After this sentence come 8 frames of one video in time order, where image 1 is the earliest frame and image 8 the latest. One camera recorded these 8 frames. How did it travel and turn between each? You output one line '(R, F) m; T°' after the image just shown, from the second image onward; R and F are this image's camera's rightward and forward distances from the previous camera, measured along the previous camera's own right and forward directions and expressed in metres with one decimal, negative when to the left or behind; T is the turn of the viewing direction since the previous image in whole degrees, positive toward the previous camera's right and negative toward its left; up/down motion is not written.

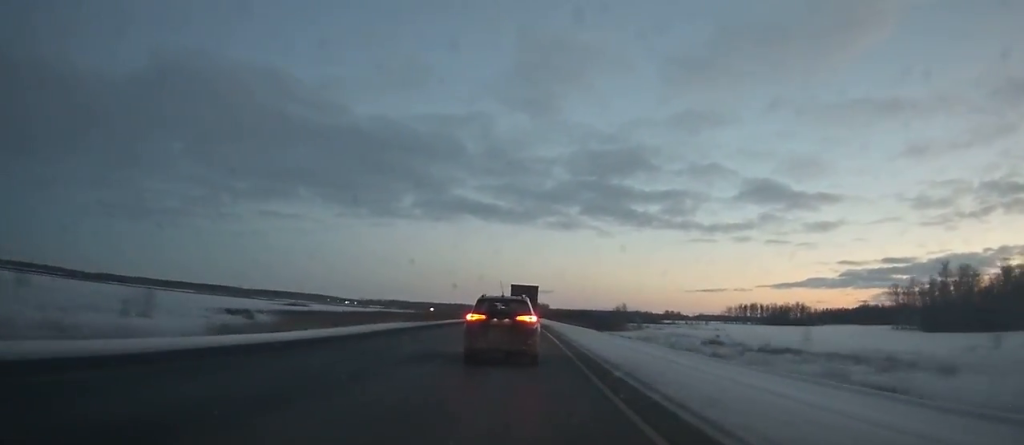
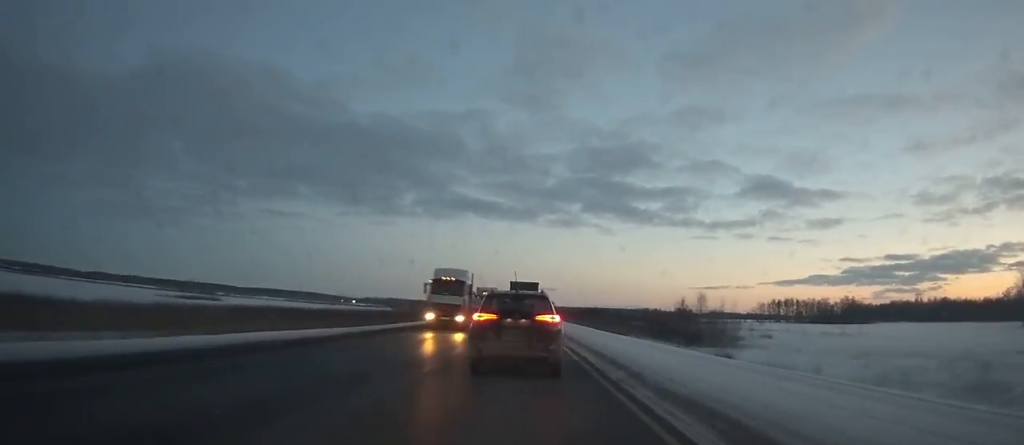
(-0.8, +60.3) m; -1°
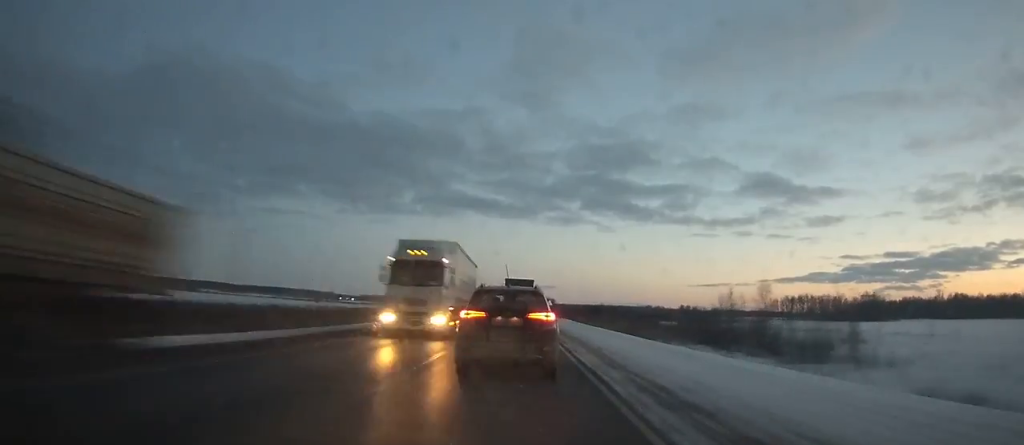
(0.0, +21.6) m; 0°
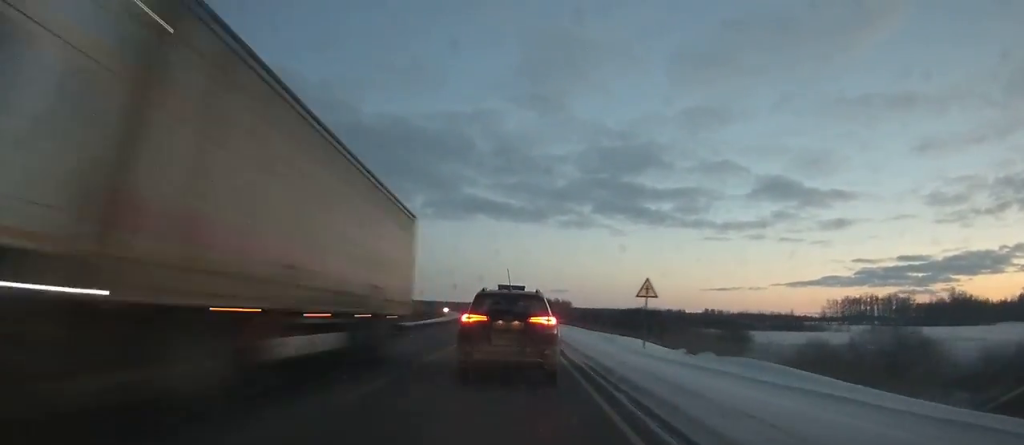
(-0.3, +65.8) m; -1°
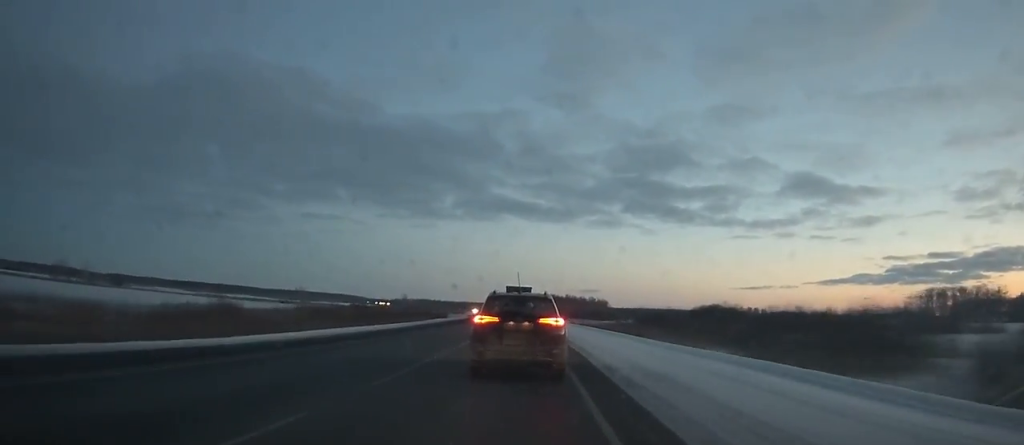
(-0.7, +52.6) m; -2°
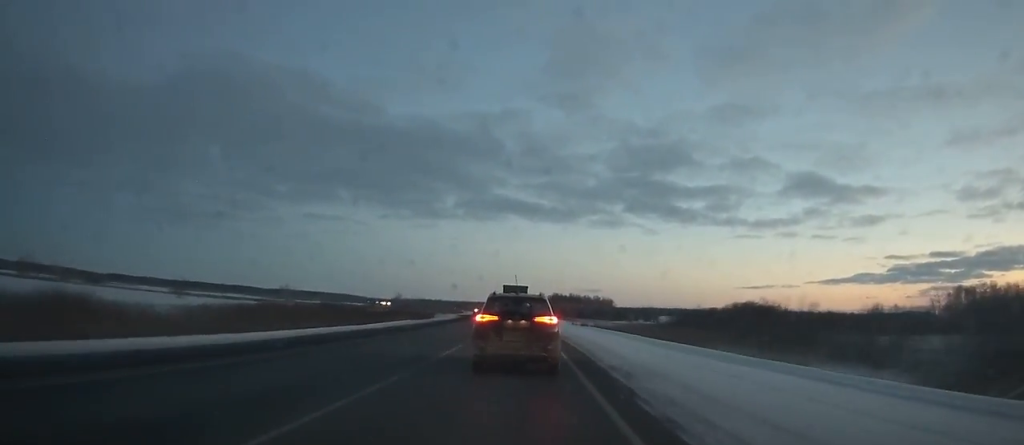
(-0.1, +21.1) m; -1°
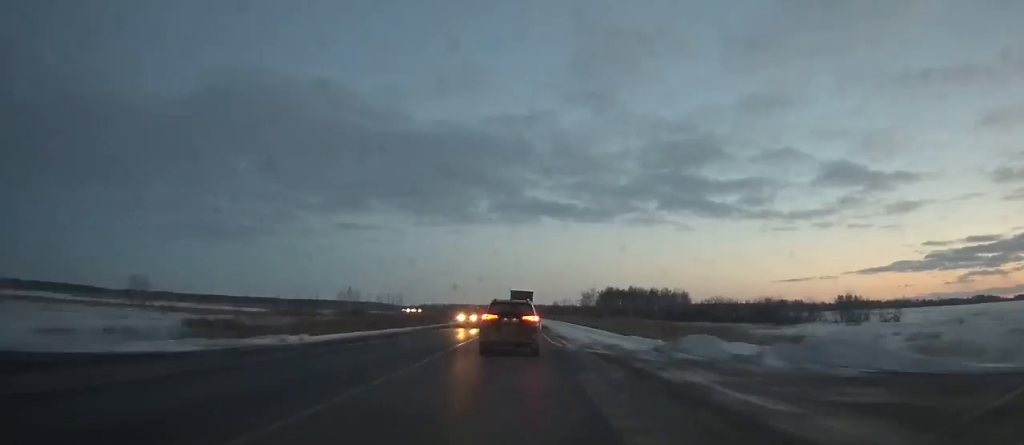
(-4.5, +128.4) m; -4°
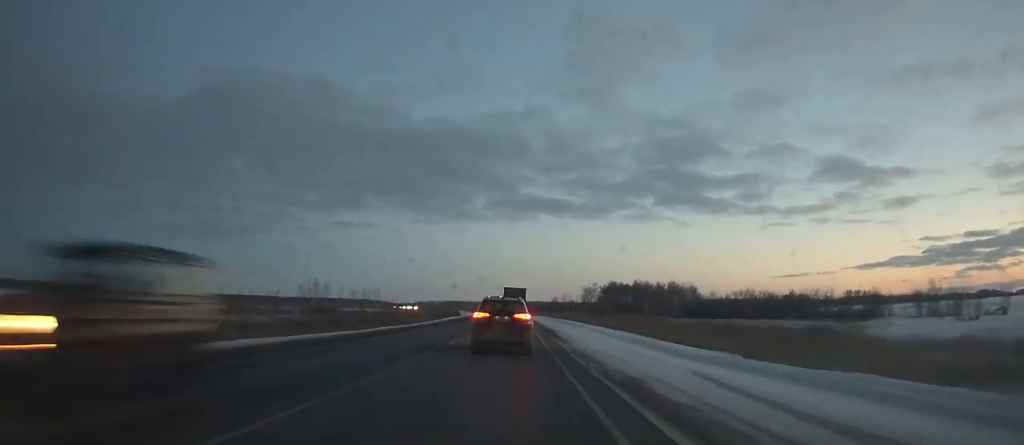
(-0.1, +24.3) m; -1°
